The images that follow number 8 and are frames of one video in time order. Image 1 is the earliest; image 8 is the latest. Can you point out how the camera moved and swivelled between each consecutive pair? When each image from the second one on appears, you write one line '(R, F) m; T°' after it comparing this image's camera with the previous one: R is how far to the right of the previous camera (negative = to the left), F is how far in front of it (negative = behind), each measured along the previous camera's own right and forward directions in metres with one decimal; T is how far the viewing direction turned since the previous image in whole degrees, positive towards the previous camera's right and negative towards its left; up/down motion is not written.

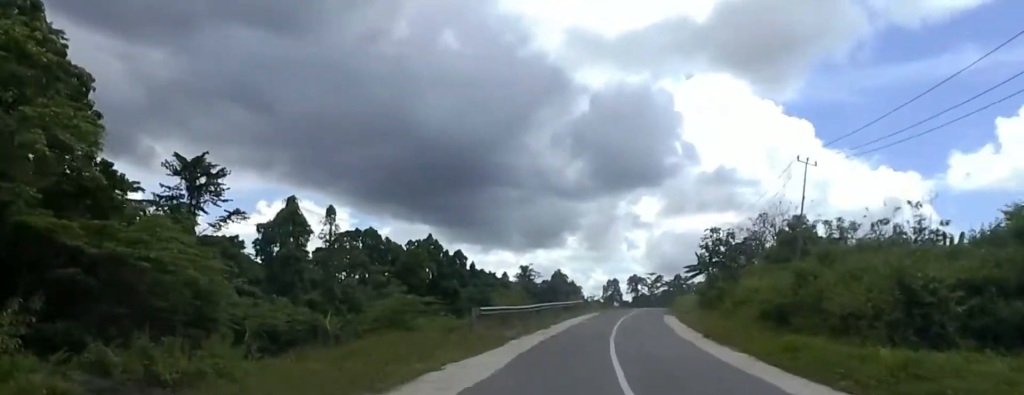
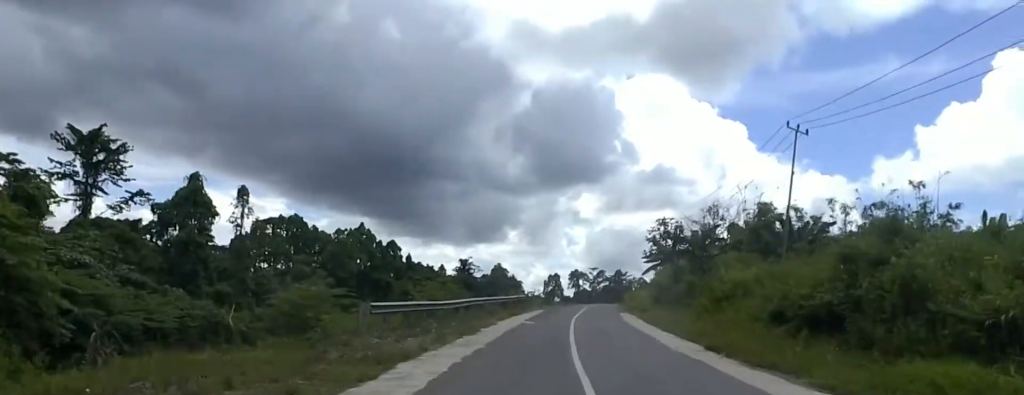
(+0.2, +8.6) m; +2°
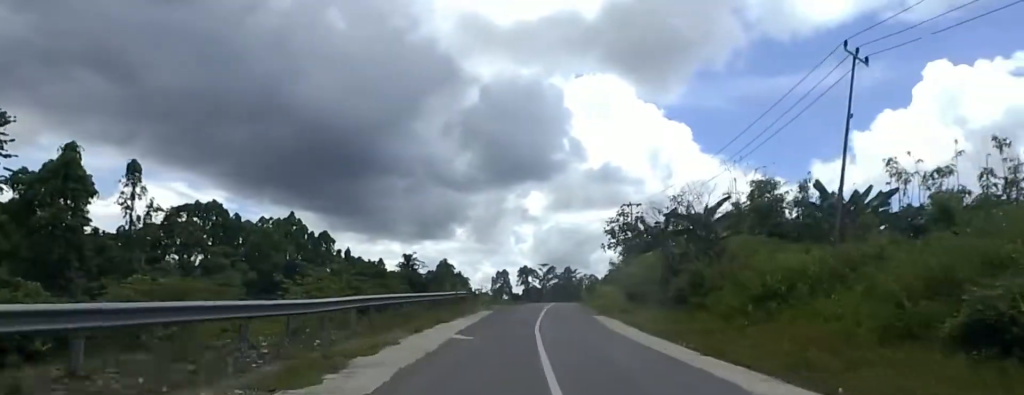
(0.0, +11.2) m; +3°
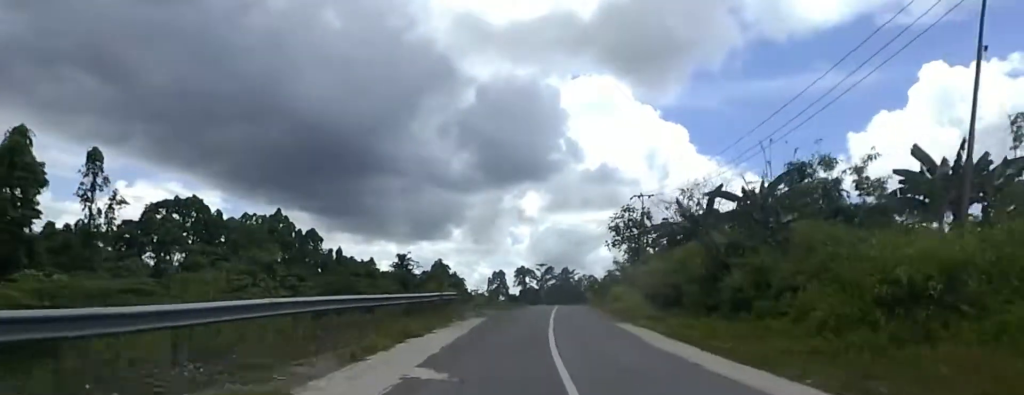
(-0.3, +6.7) m; +4°
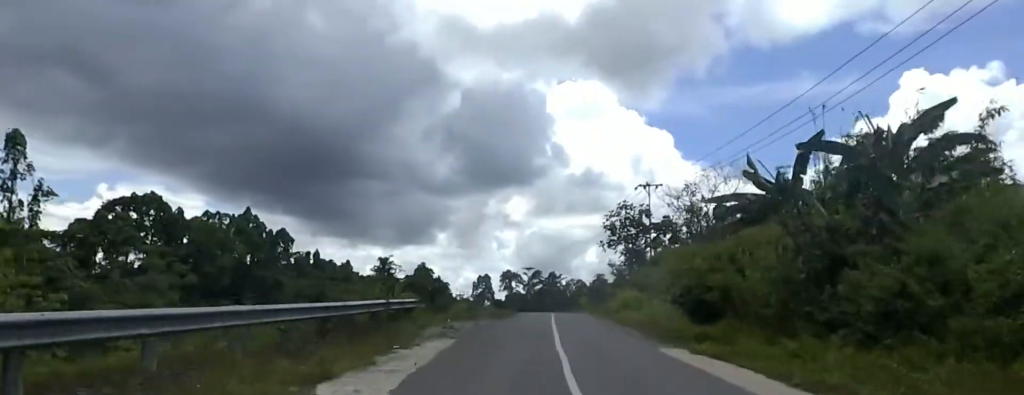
(+0.9, +8.7) m; +5°
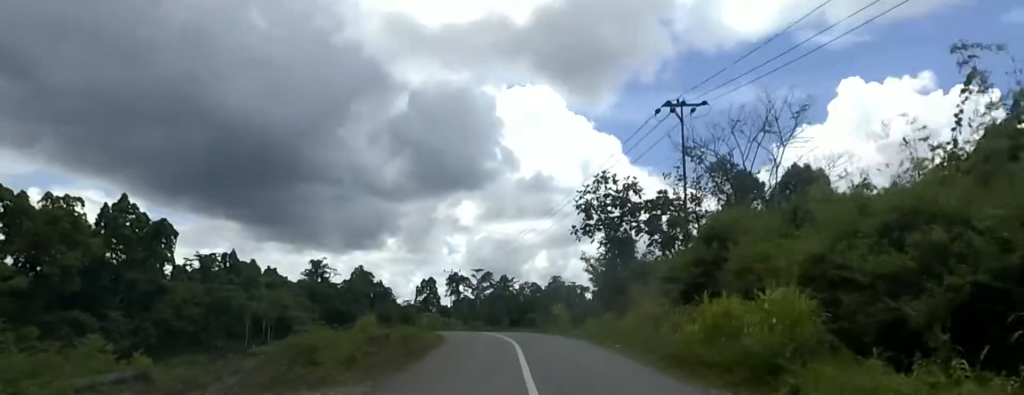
(-0.3, +23.5) m; -4°
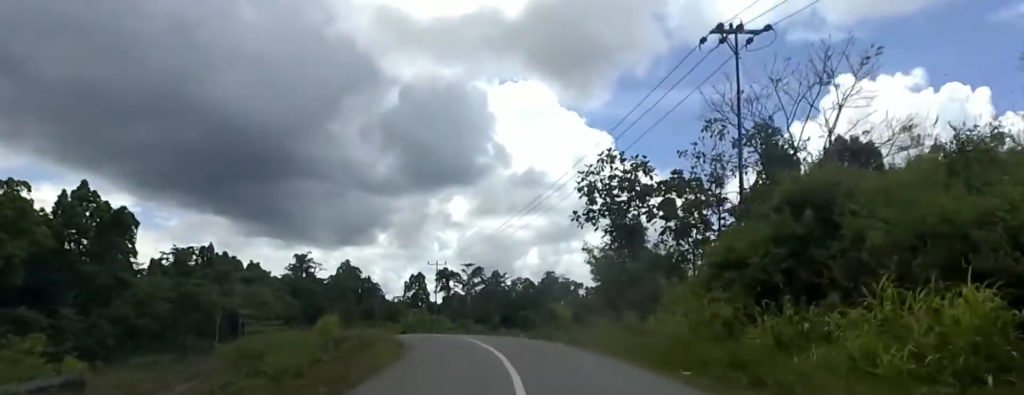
(-0.6, +7.9) m; 0°
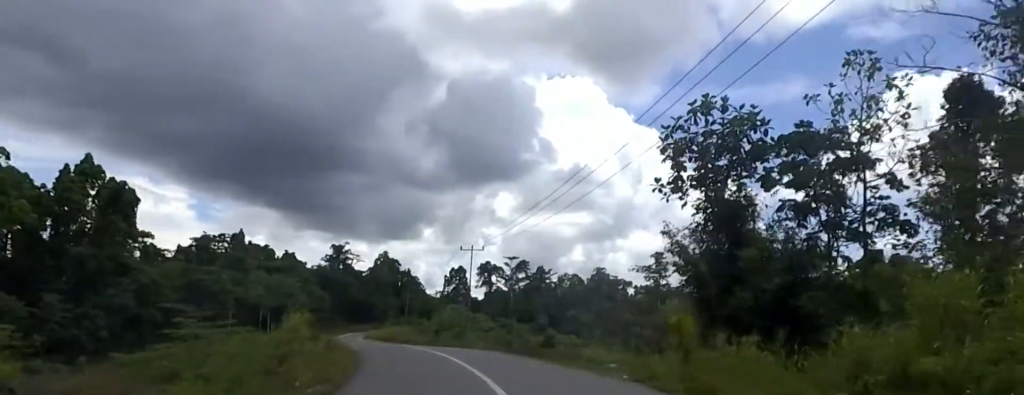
(+1.0, +14.2) m; -4°
